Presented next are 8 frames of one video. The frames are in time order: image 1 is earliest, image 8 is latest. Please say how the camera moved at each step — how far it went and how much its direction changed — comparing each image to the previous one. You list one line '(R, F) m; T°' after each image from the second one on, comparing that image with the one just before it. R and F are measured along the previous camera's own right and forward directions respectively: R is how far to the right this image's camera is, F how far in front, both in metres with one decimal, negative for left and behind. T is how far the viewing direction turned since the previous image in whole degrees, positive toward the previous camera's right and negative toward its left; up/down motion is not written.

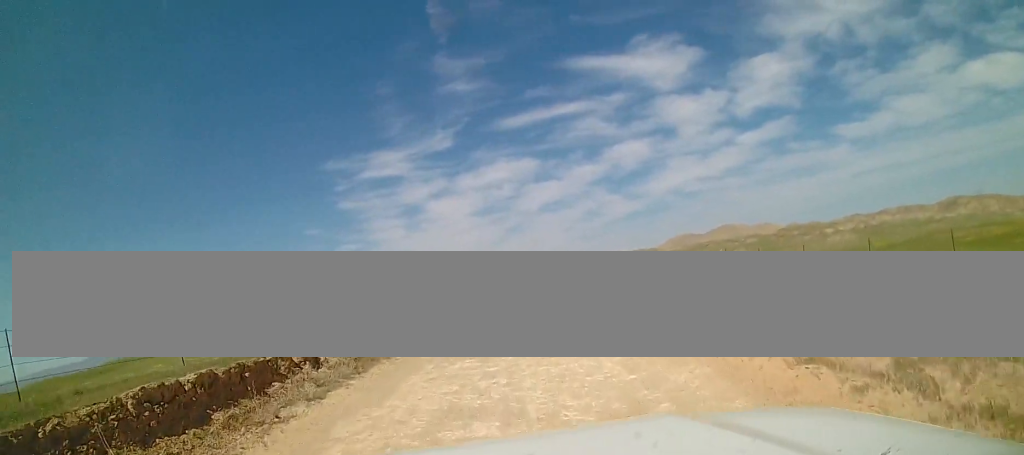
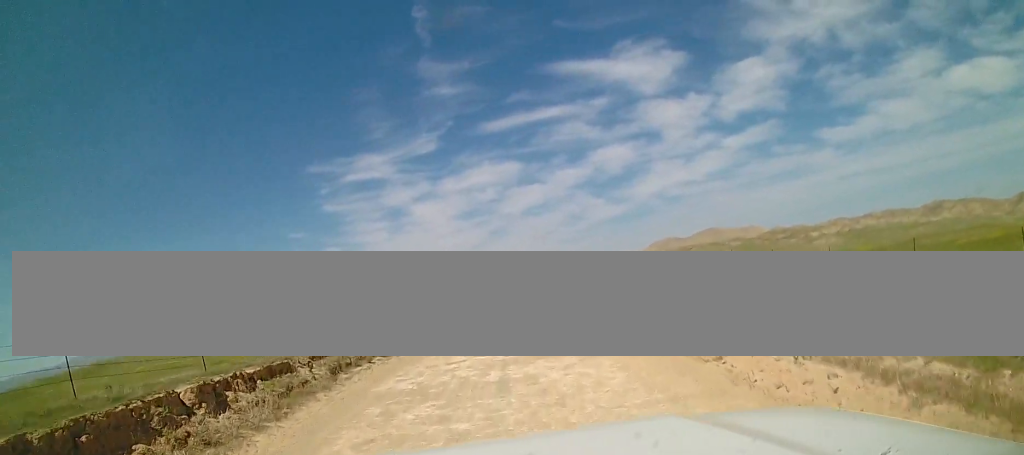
(0.0, +3.7) m; 0°
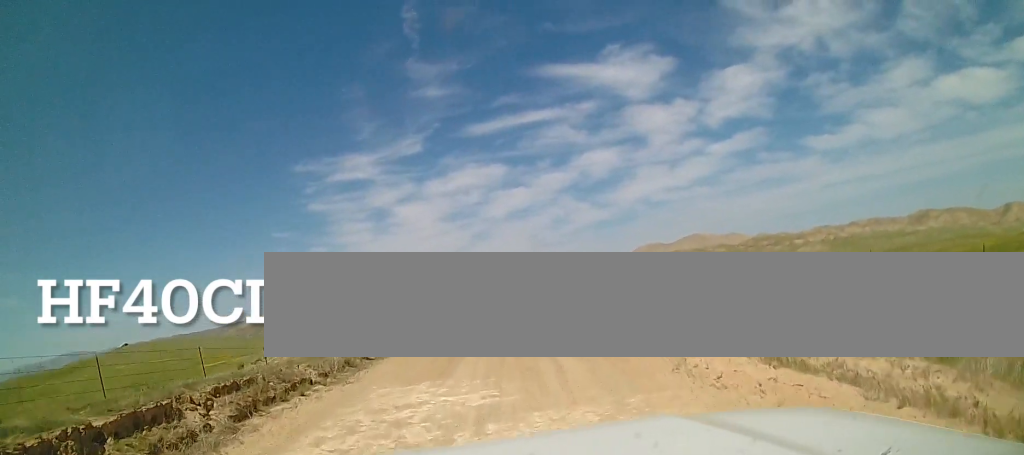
(0.0, +4.0) m; 0°
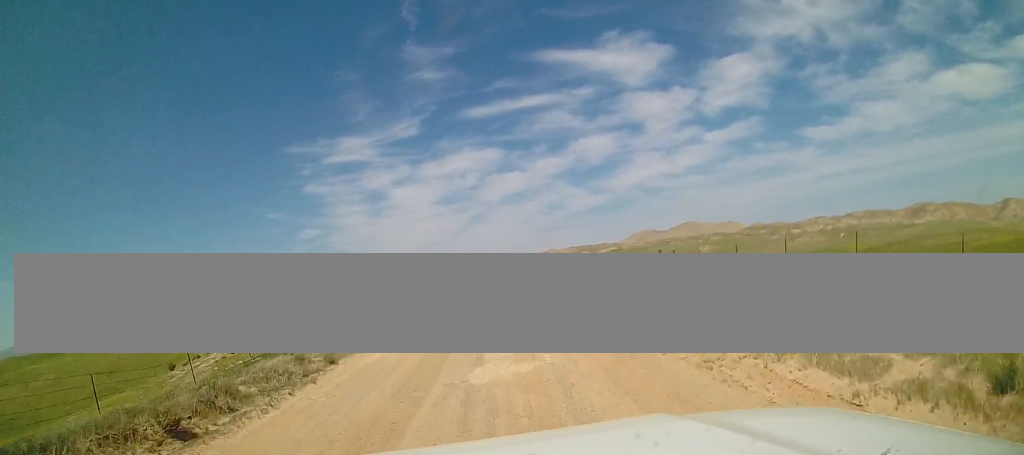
(0.0, +10.1) m; 0°
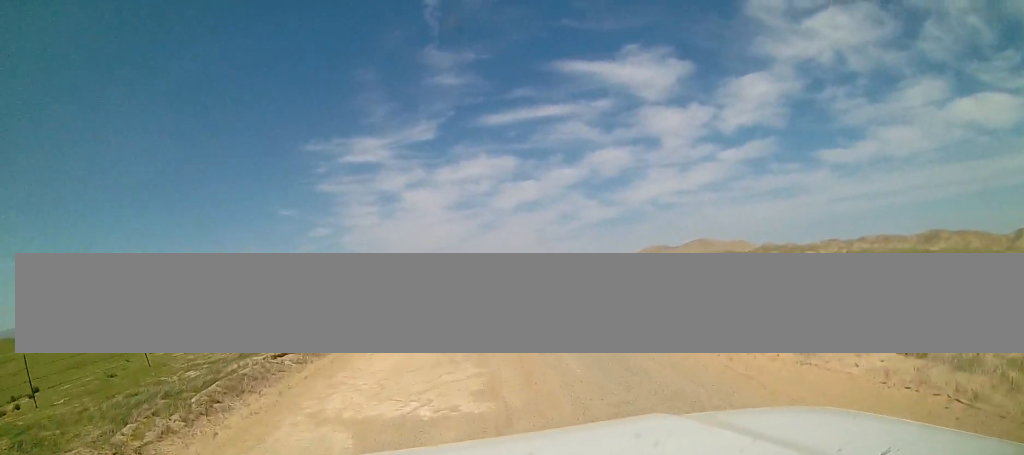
(0.0, +17.9) m; -3°
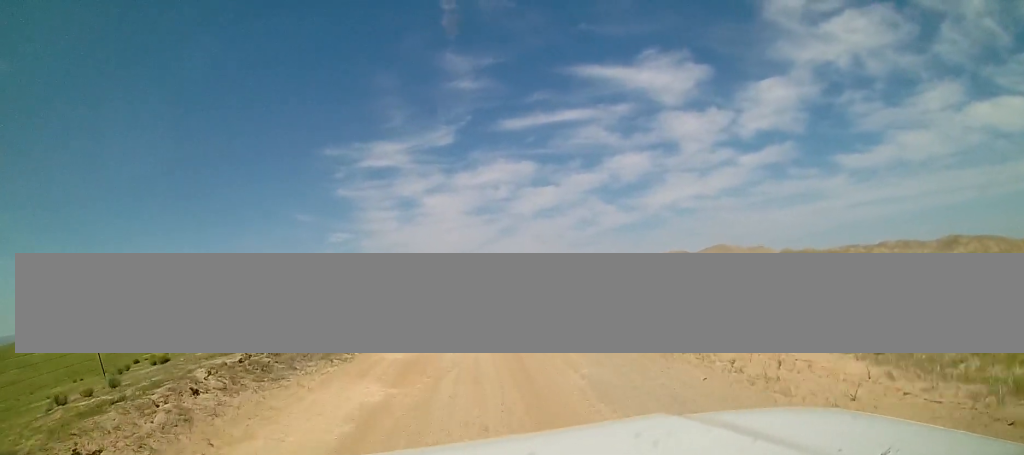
(-0.4, +8.5) m; -1°
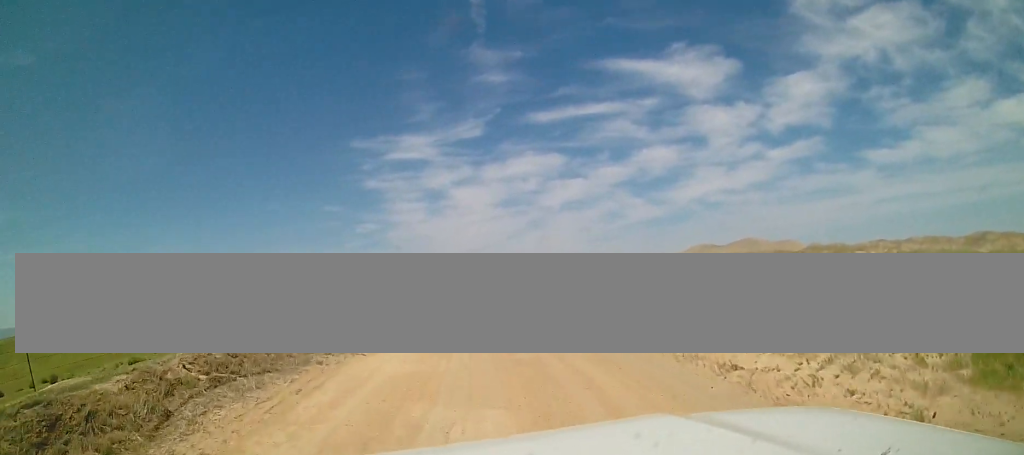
(+0.2, +9.5) m; 0°
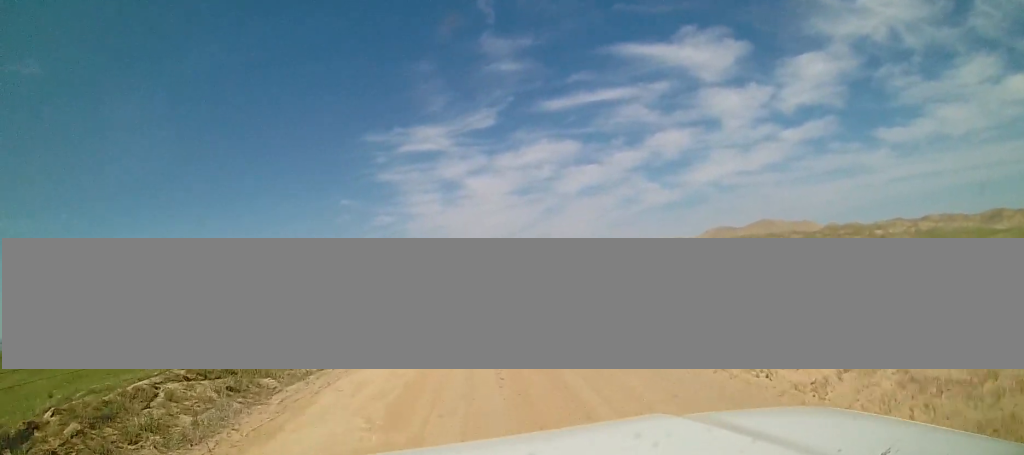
(-0.2, +9.1) m; -4°
